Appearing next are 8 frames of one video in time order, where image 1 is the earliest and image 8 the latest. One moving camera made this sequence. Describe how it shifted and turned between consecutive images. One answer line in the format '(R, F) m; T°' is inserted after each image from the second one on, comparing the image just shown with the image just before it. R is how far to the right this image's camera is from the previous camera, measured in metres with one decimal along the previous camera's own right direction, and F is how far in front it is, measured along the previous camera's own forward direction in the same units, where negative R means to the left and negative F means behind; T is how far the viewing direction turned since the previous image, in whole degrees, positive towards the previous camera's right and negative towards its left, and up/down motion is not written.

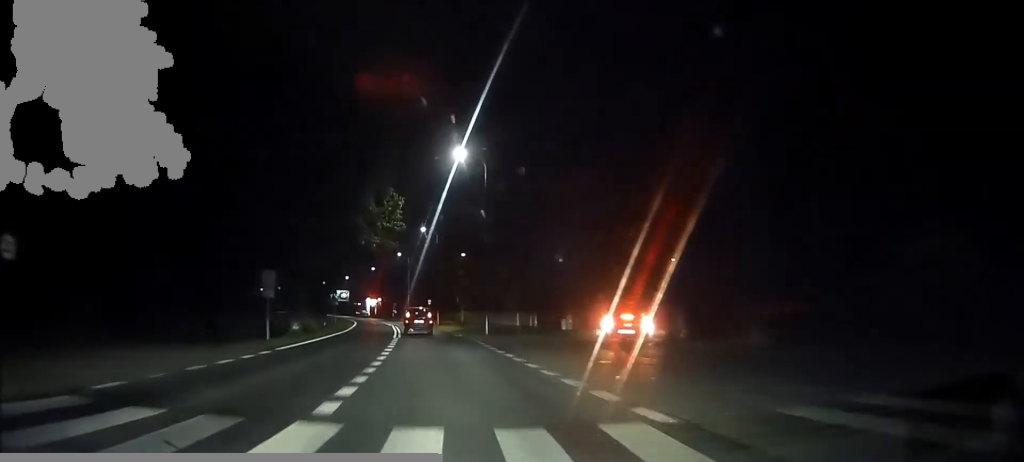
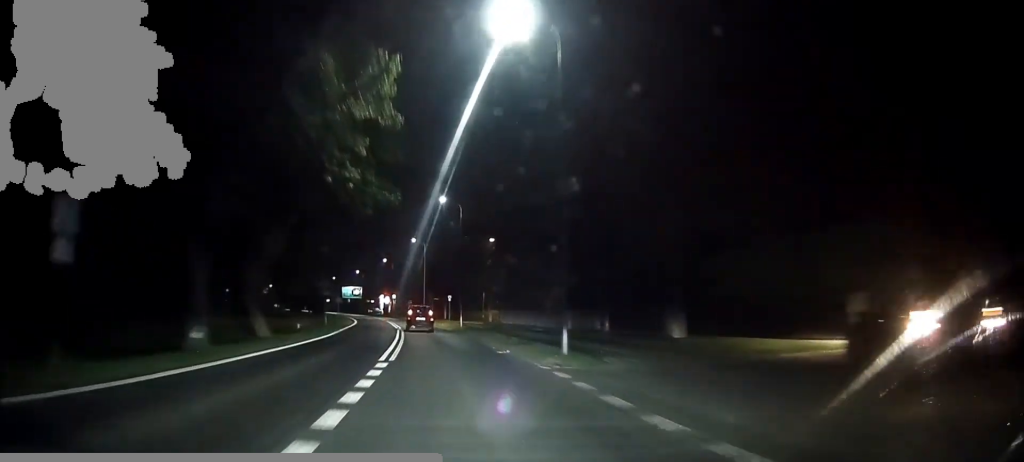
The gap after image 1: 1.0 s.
(-0.3, +16.6) m; -2°
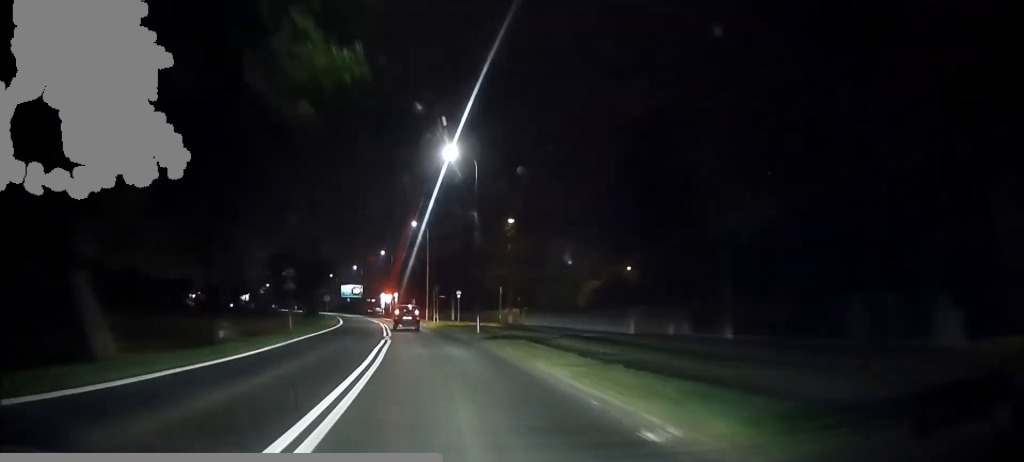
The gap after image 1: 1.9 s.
(-0.2, +14.8) m; -2°
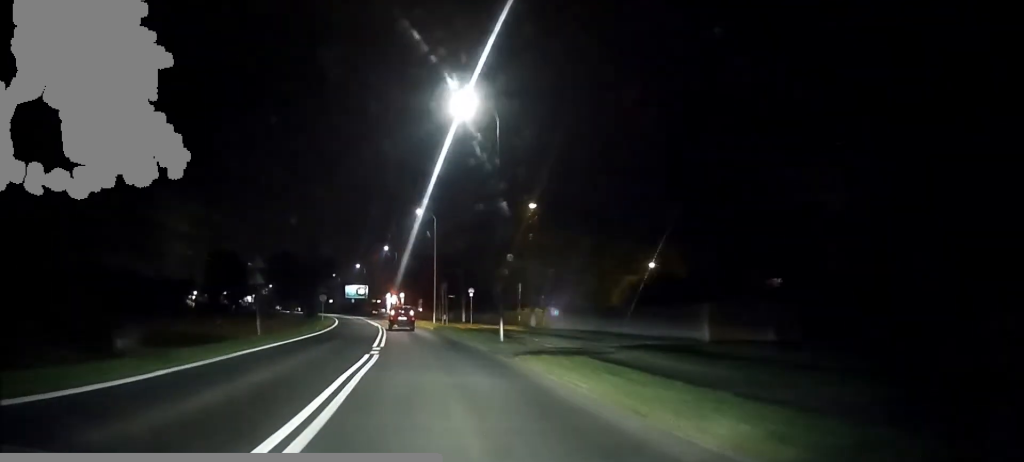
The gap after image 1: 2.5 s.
(-0.1, +9.0) m; -1°
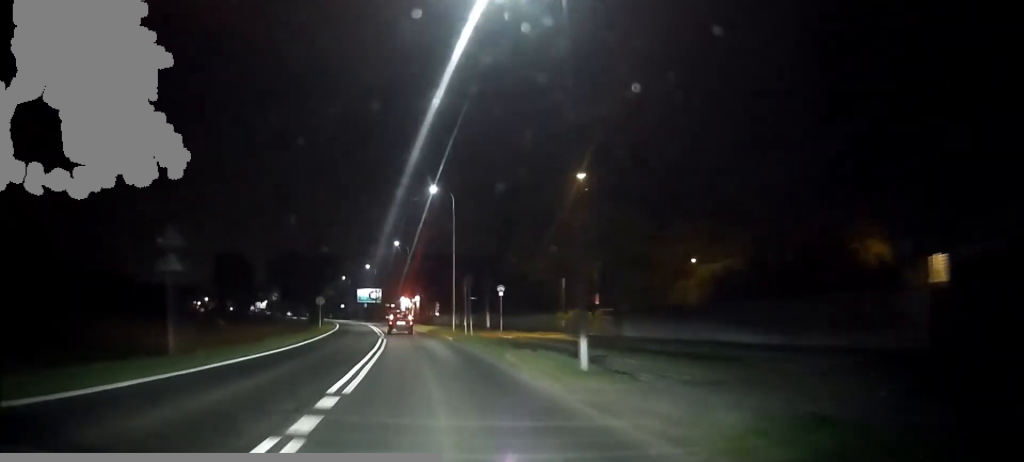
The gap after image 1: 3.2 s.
(-0.2, +12.6) m; -1°
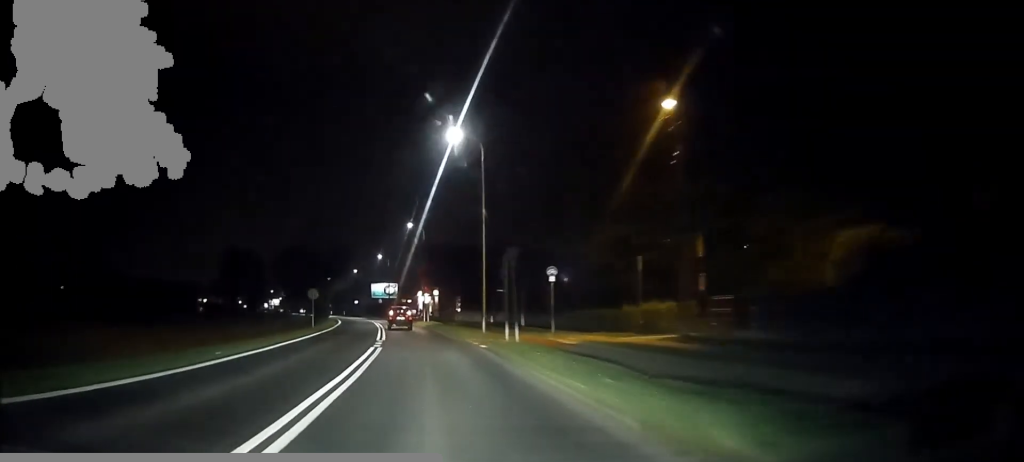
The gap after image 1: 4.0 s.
(-0.1, +13.6) m; -1°
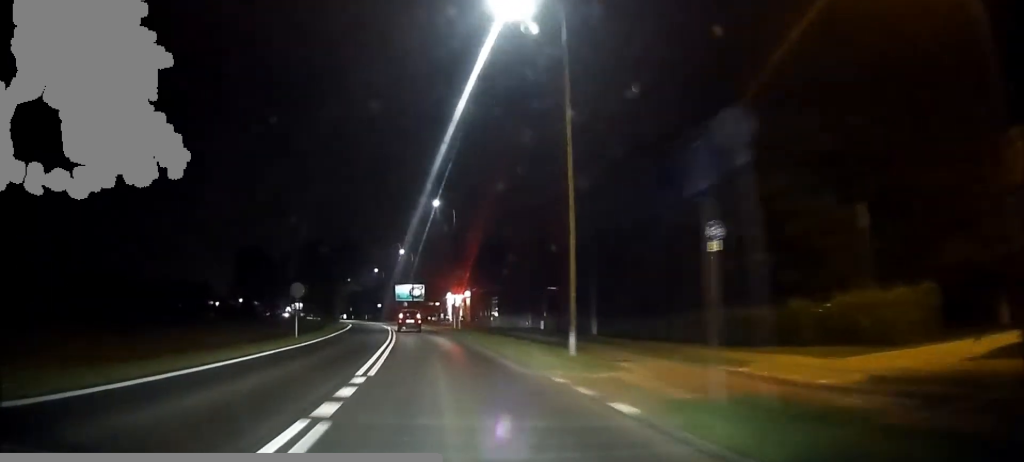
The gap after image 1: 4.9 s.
(-0.1, +16.1) m; -1°
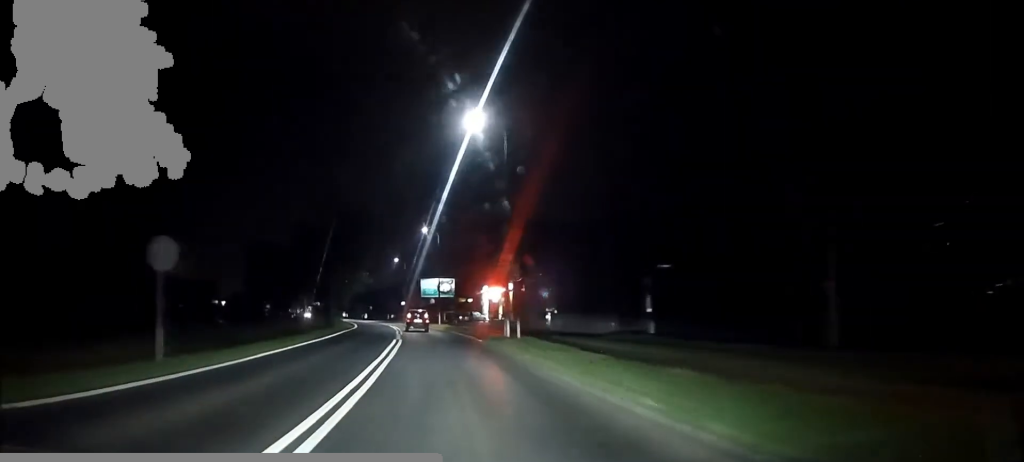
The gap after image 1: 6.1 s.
(-0.5, +21.5) m; -3°
